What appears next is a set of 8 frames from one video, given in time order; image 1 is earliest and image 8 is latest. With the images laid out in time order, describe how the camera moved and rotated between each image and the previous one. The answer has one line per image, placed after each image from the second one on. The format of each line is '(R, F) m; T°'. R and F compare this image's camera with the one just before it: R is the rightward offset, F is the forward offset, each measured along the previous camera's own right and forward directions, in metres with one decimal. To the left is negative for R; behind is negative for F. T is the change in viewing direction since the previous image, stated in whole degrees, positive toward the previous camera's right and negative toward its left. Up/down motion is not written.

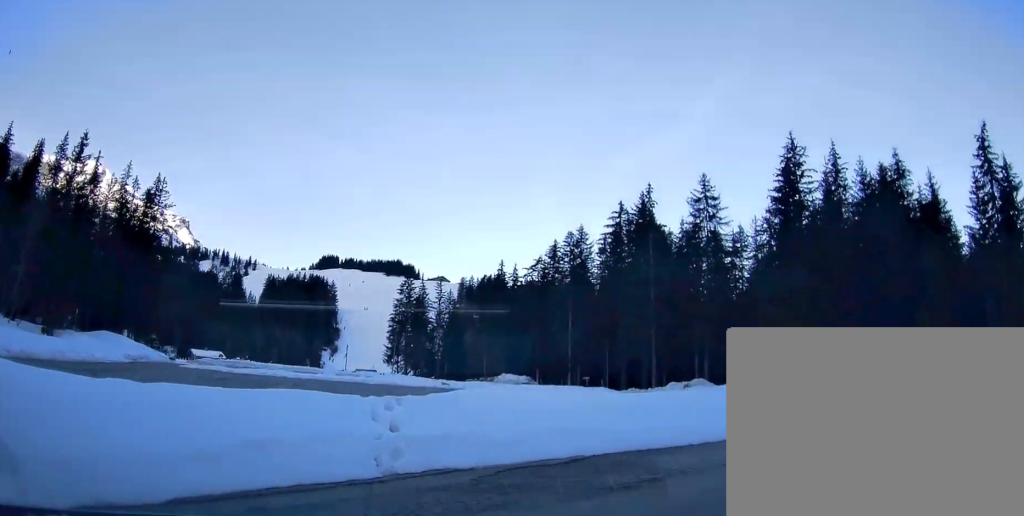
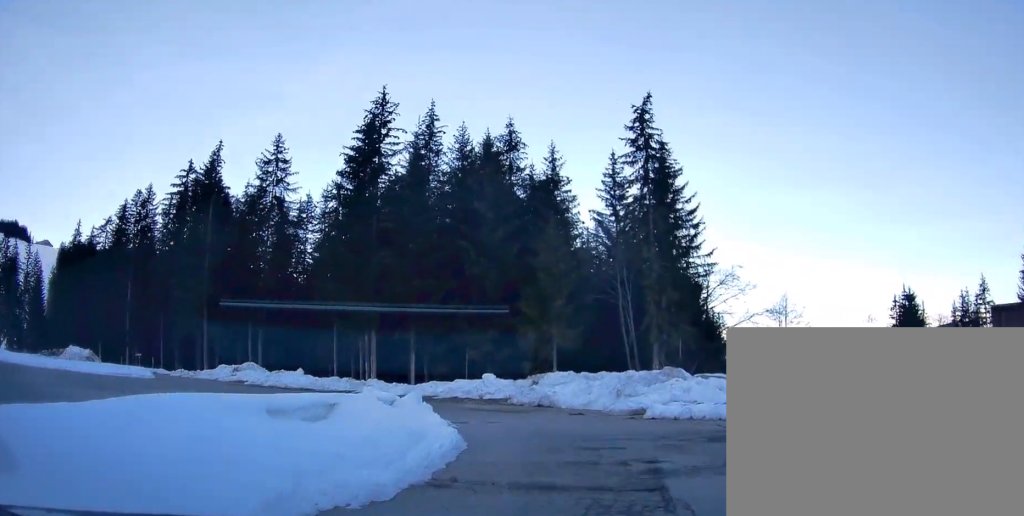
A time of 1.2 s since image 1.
(+2.7, +7.8) m; +28°
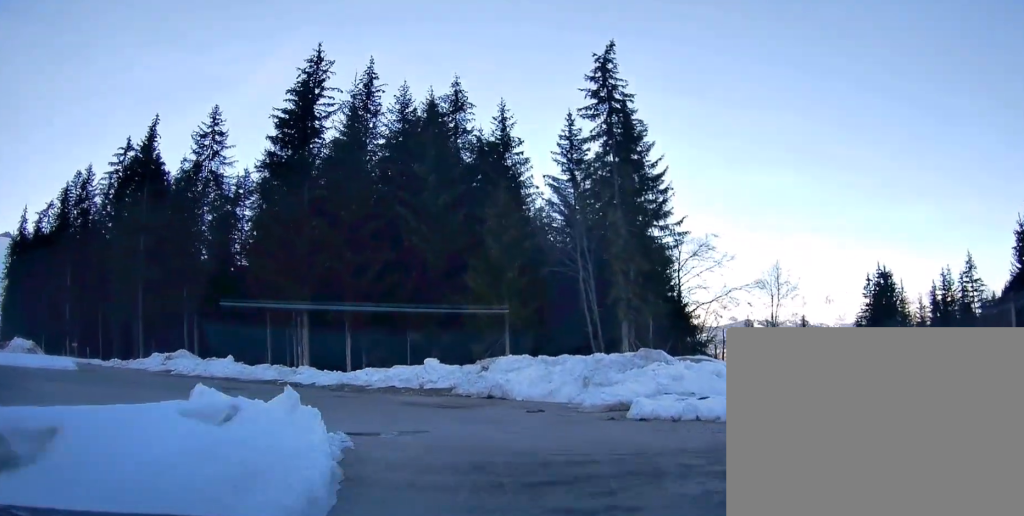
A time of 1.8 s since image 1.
(+0.8, +4.7) m; +6°
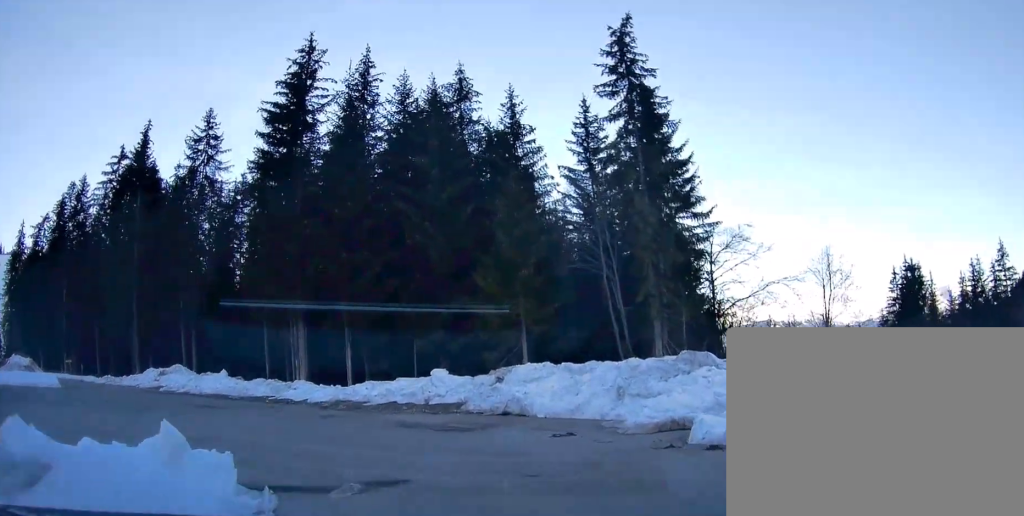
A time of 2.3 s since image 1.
(-0.1, +3.6) m; -4°
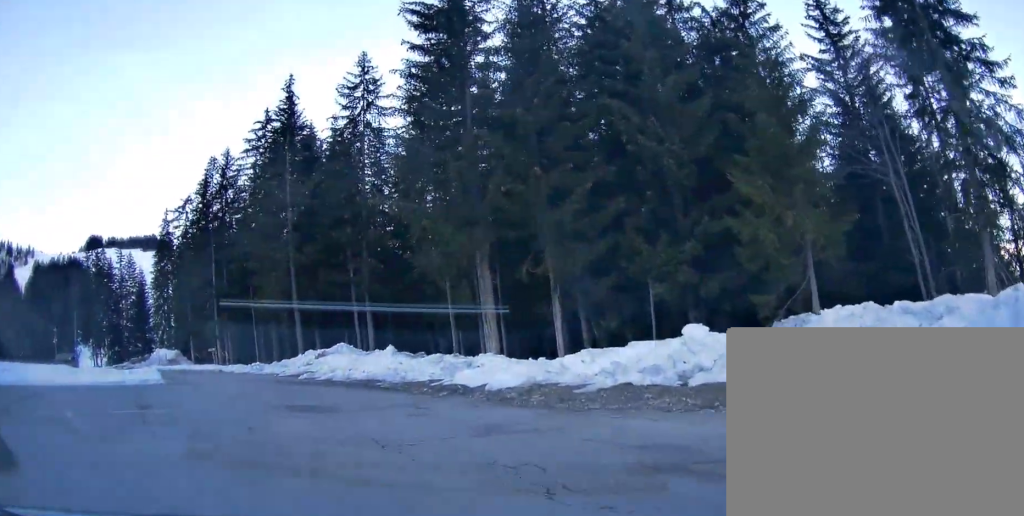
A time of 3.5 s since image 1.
(-1.0, +9.3) m; -16°
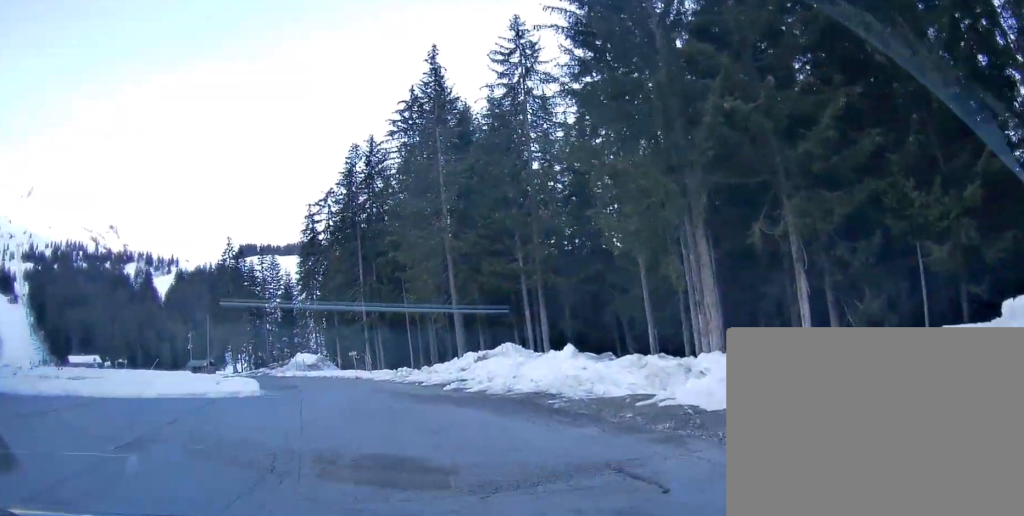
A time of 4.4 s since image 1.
(-1.0, +7.0) m; -15°
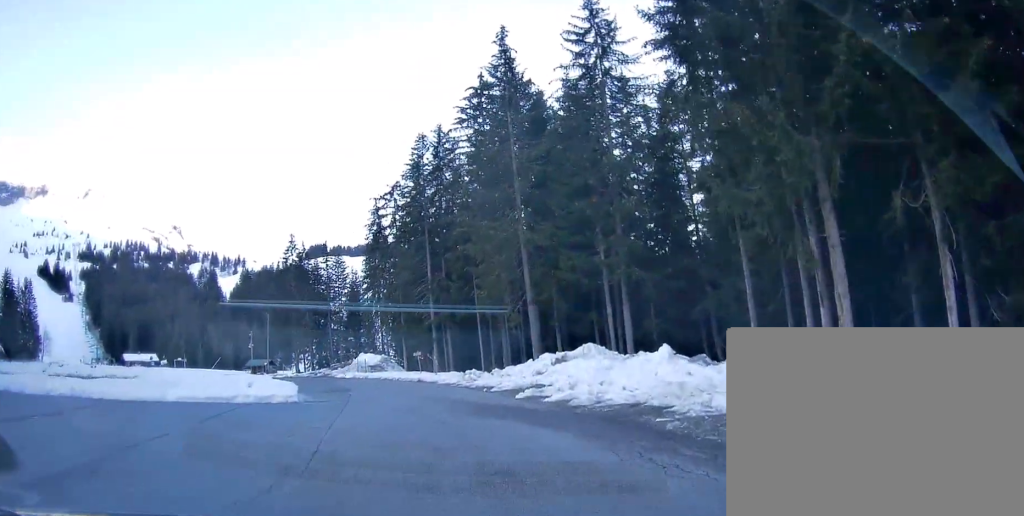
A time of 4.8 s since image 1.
(-0.1, +3.5) m; -7°
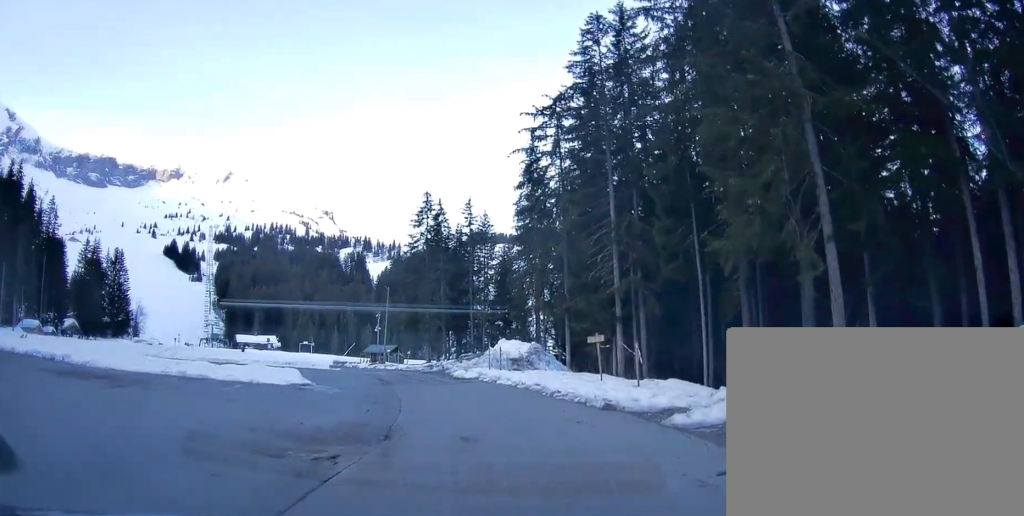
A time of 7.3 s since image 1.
(-5.1, +20.5) m; -19°
